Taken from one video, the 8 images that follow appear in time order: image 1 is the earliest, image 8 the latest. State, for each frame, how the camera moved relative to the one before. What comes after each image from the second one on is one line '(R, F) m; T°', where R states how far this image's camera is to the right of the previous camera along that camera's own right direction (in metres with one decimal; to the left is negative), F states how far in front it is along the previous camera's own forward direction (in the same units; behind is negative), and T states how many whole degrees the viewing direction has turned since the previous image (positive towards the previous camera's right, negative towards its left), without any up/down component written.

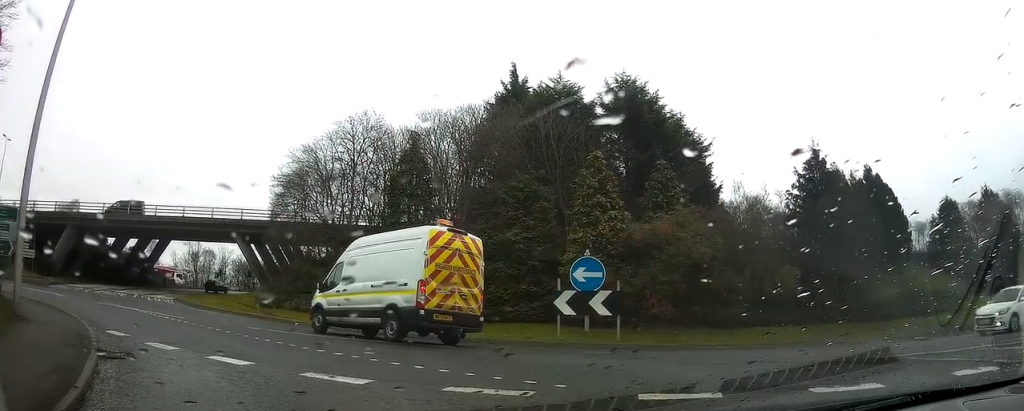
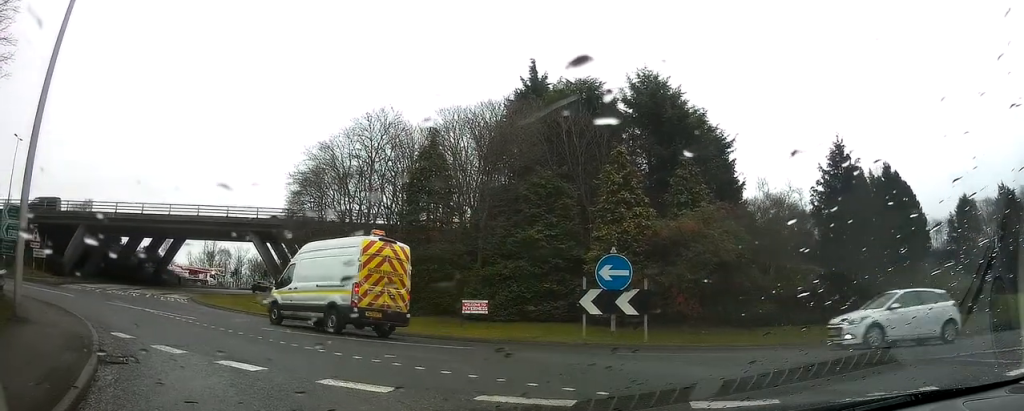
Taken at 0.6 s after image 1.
(0.0, 0.0) m; 0°
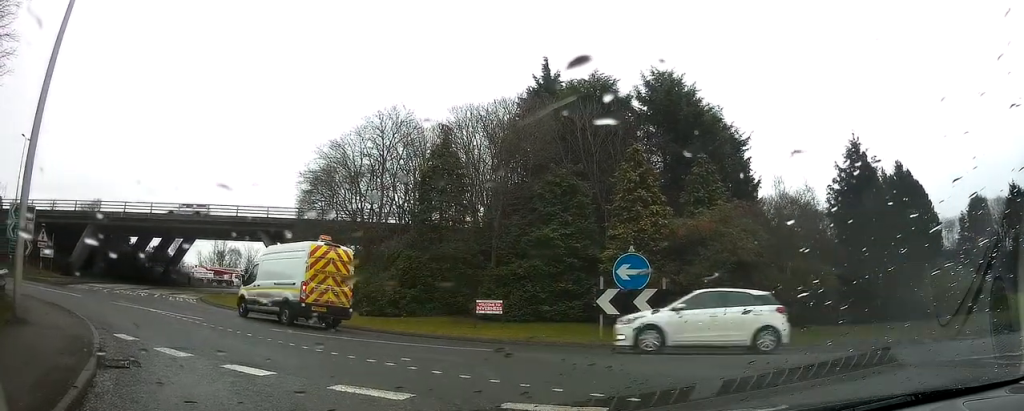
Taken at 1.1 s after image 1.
(0.0, 0.0) m; 0°
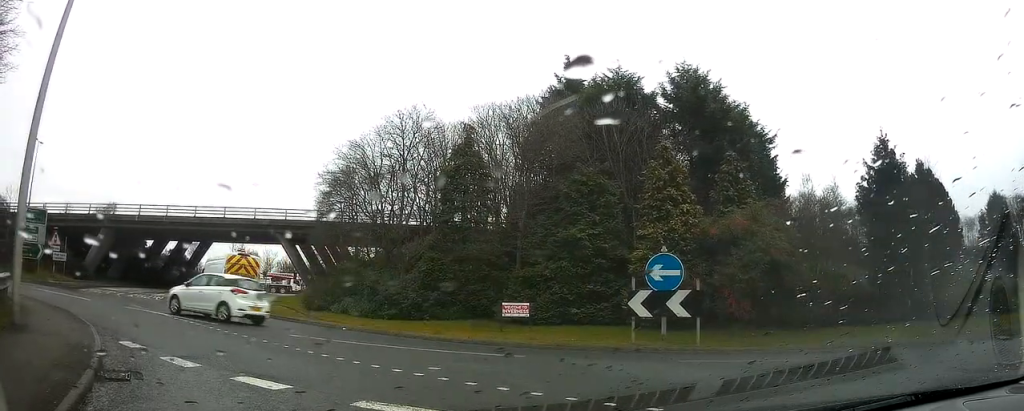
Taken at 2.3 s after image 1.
(-0.1, +0.2) m; 0°
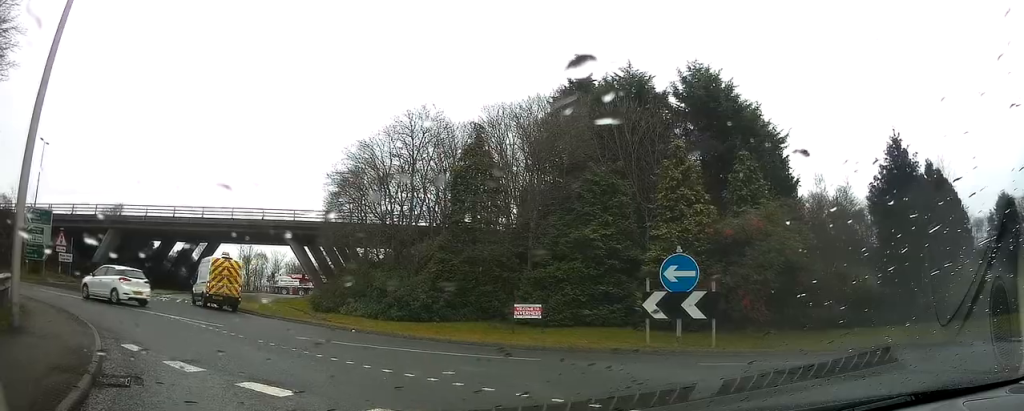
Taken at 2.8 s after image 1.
(0.0, 0.0) m; 0°
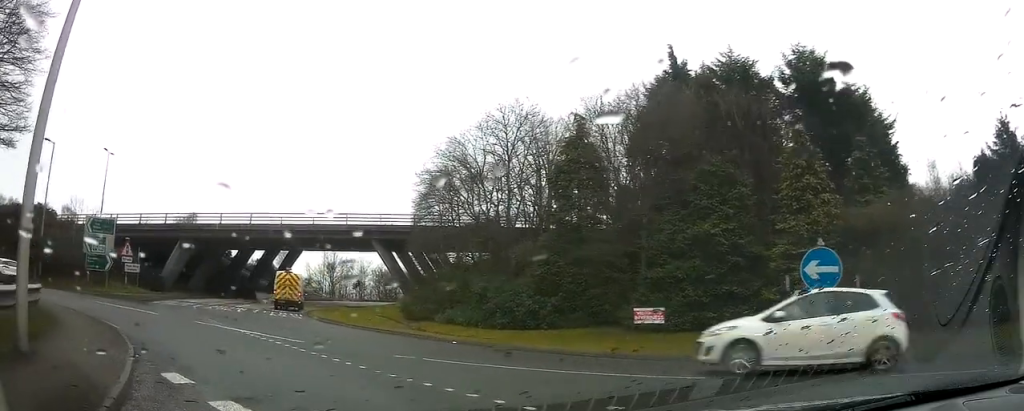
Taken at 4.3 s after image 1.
(-0.2, +0.6) m; -4°
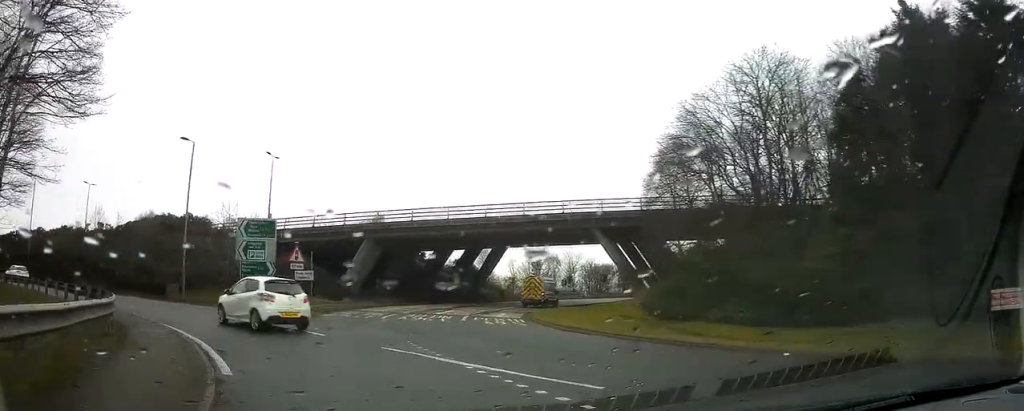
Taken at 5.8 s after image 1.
(-1.1, +4.8) m; -14°
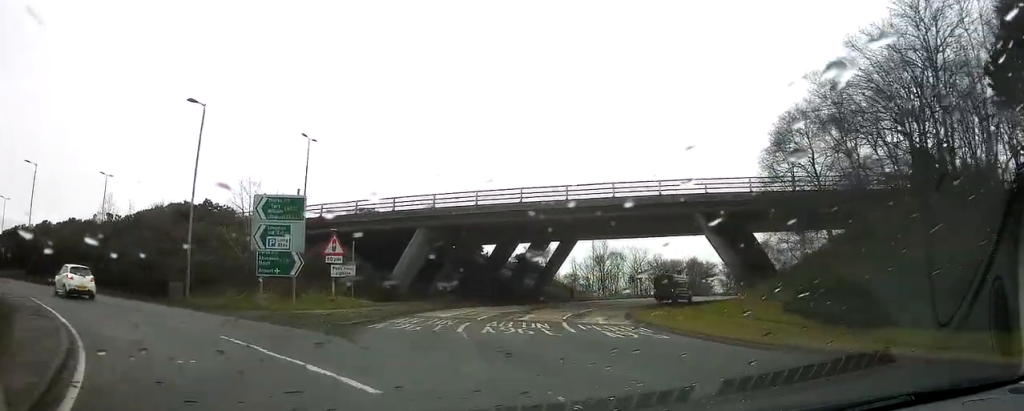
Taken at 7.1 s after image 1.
(0.0, +7.9) m; 0°
